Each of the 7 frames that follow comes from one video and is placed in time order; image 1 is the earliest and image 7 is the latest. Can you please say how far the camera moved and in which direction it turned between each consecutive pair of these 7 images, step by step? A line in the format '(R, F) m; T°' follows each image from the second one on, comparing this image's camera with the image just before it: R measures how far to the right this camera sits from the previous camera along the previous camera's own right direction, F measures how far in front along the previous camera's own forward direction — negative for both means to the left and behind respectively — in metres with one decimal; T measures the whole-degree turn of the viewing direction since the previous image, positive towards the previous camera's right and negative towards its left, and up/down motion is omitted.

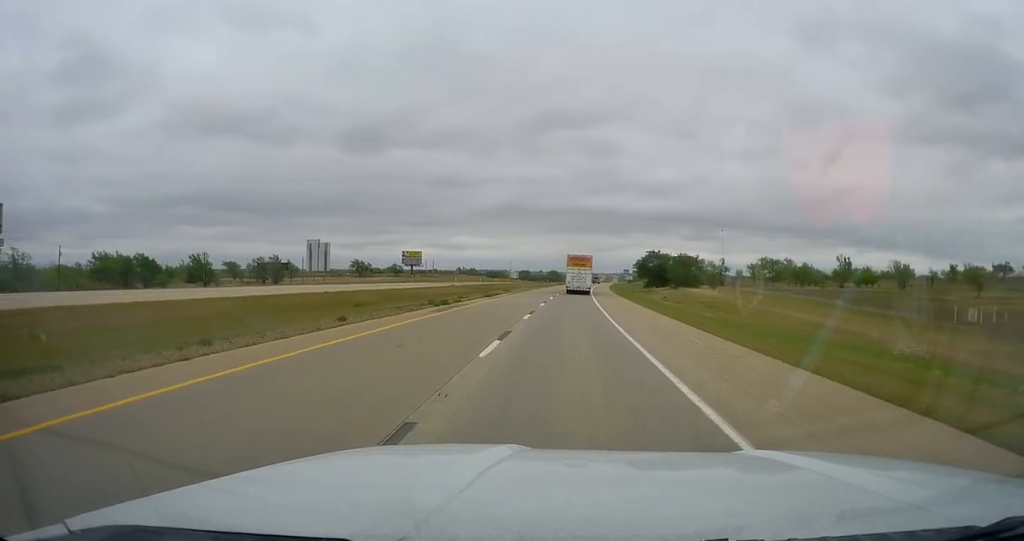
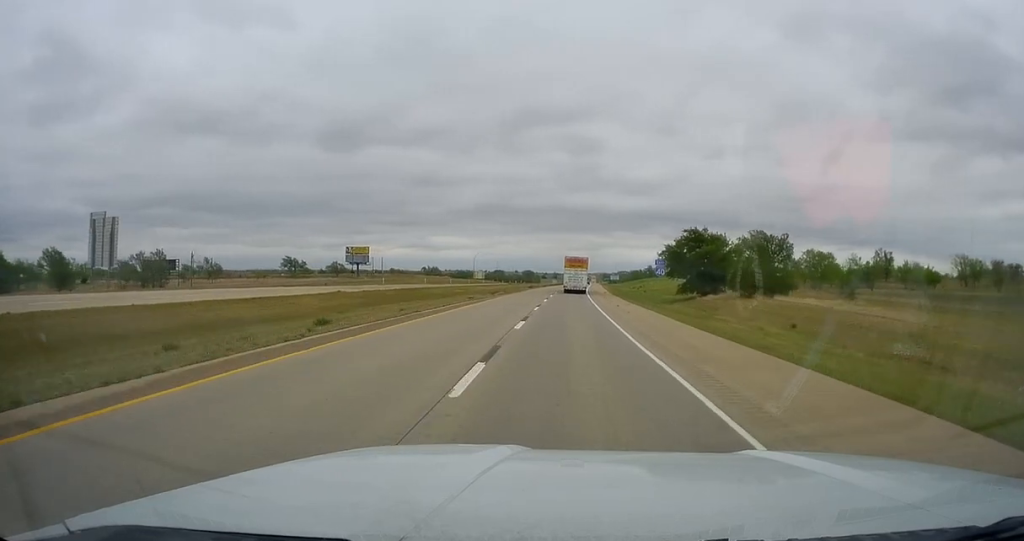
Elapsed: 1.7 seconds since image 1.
(+1.8, +52.5) m; +3°
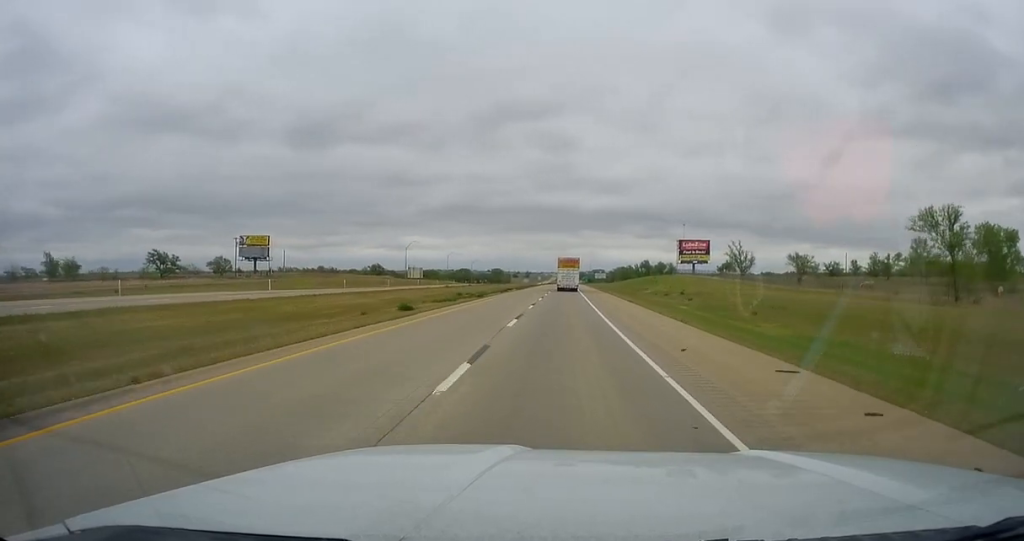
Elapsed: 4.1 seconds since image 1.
(+1.7, +72.8) m; +4°
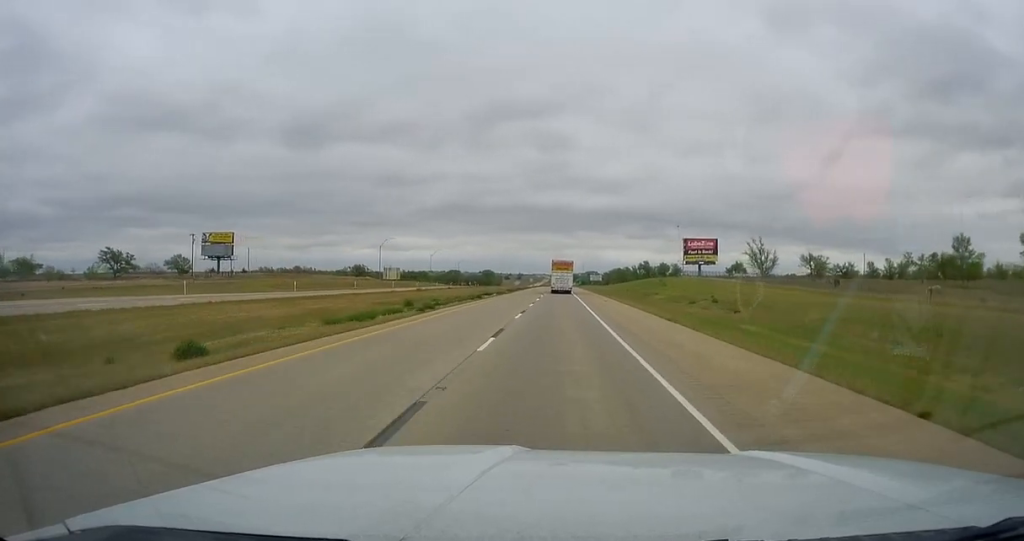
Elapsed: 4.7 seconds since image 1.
(+0.3, +18.4) m; +1°
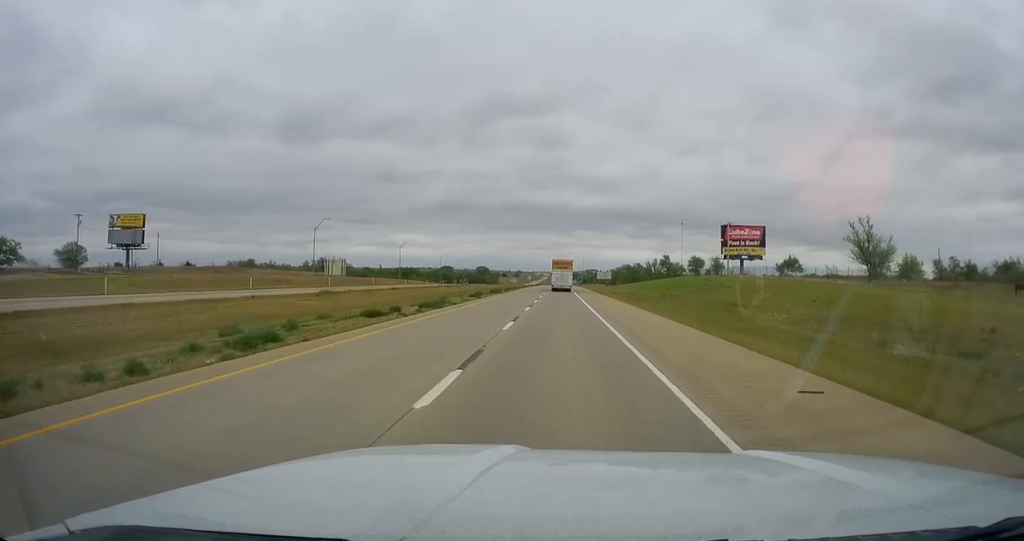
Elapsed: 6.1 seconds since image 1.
(-0.1, +42.5) m; 0°
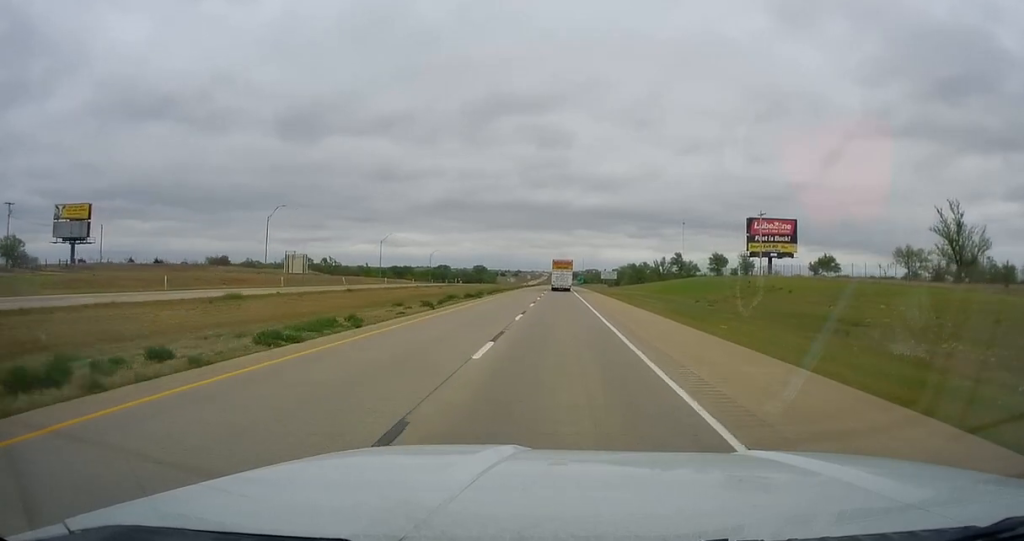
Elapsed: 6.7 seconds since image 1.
(-0.1, +19.4) m; +1°
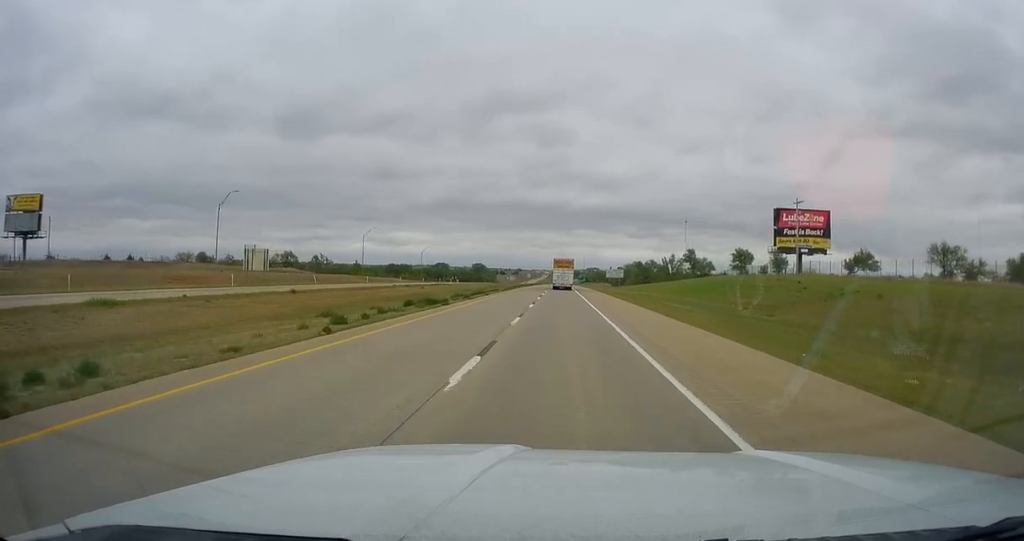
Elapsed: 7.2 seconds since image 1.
(+0.2, +15.3) m; 0°
